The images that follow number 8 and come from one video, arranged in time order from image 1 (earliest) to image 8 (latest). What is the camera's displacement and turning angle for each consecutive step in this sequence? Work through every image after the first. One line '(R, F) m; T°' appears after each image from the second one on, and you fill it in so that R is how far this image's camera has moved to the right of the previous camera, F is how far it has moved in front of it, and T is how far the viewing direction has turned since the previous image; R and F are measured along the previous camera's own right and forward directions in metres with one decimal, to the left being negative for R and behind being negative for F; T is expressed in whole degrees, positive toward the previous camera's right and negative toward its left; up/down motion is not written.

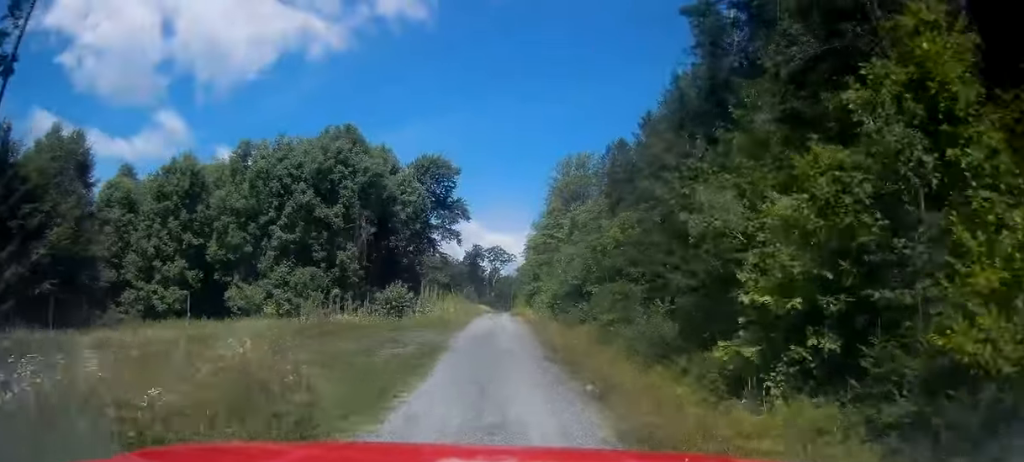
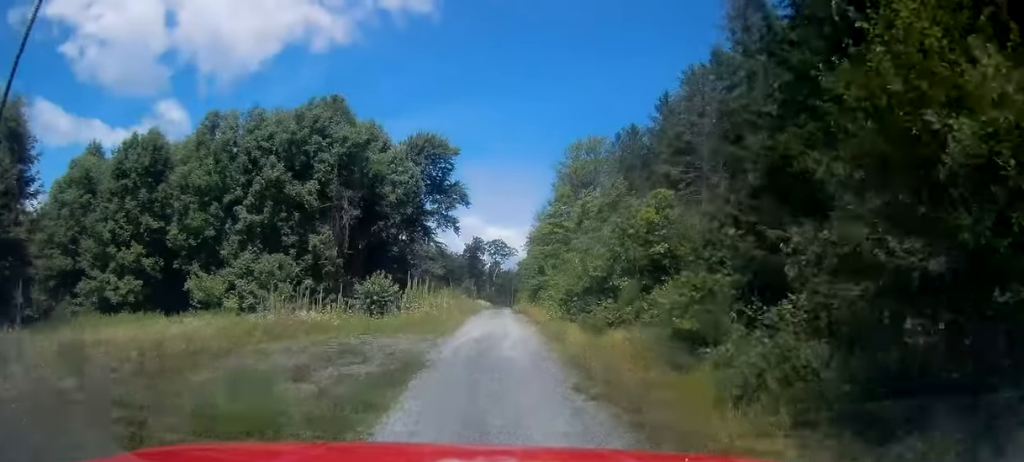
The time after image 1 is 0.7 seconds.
(+0.2, +6.6) m; 0°
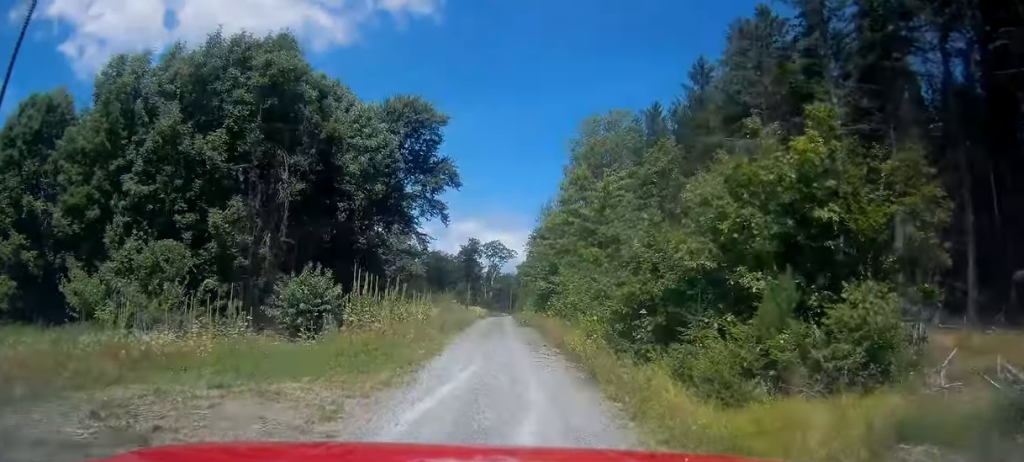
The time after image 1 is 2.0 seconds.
(-0.2, +13.1) m; +1°
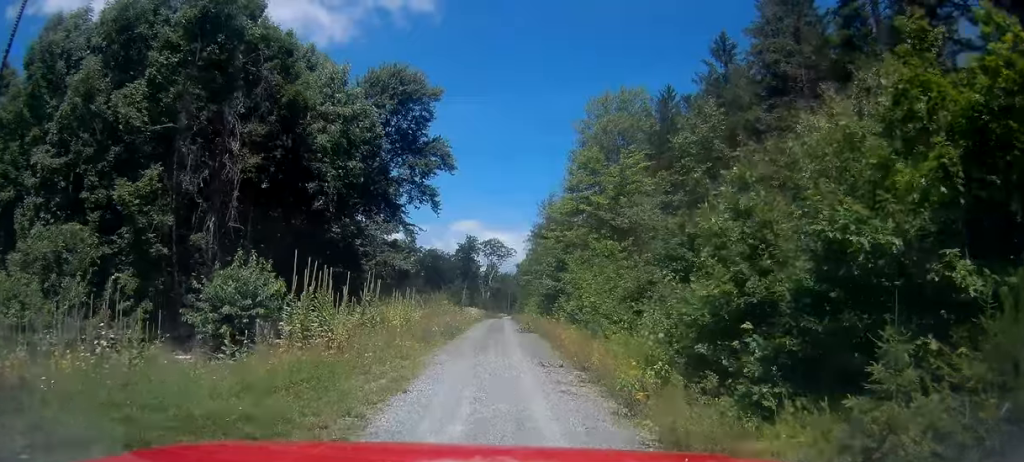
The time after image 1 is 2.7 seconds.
(+0.3, +6.4) m; +2°
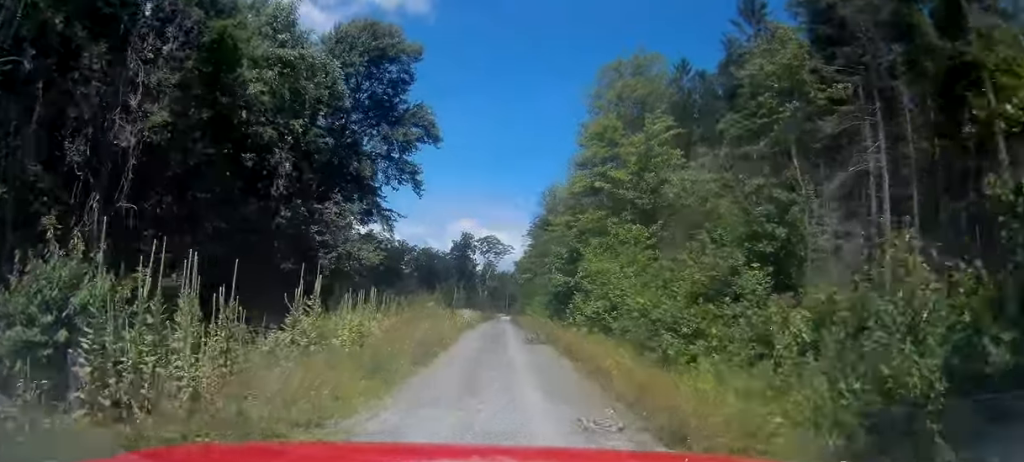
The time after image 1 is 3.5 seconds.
(+0.2, +7.9) m; 0°
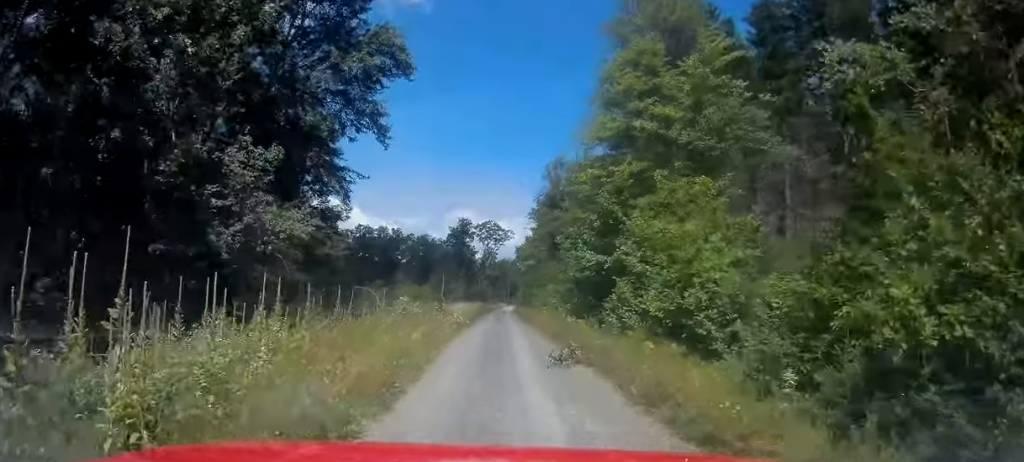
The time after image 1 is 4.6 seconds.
(-0.1, +10.2) m; 0°
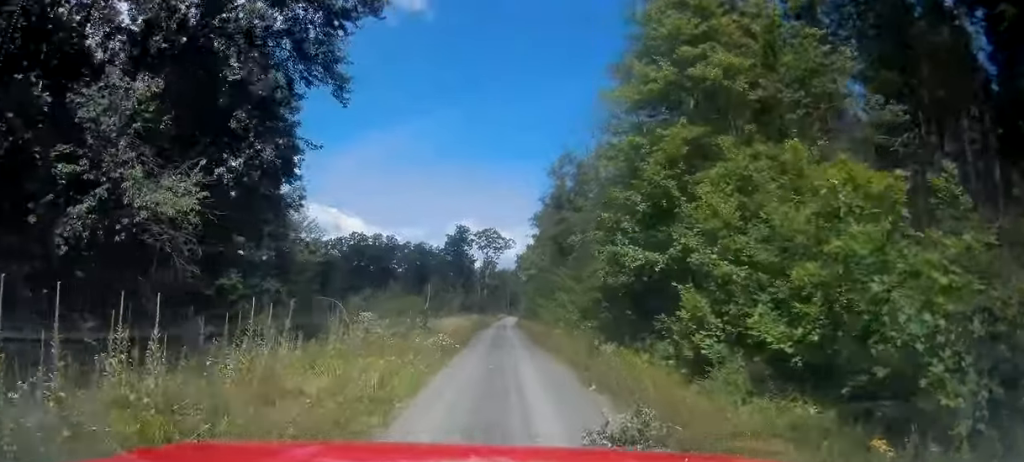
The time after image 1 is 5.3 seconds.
(0.0, +7.0) m; 0°
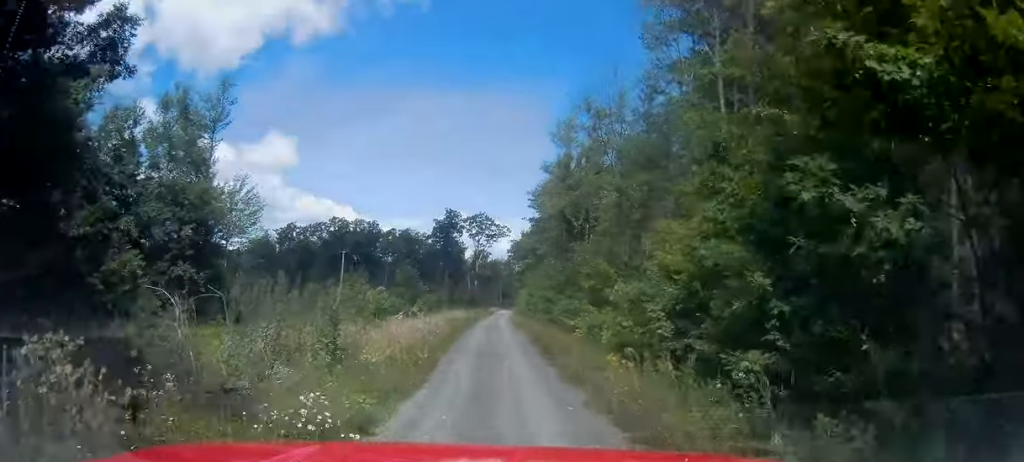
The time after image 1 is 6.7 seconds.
(0.0, +13.4) m; -1°
